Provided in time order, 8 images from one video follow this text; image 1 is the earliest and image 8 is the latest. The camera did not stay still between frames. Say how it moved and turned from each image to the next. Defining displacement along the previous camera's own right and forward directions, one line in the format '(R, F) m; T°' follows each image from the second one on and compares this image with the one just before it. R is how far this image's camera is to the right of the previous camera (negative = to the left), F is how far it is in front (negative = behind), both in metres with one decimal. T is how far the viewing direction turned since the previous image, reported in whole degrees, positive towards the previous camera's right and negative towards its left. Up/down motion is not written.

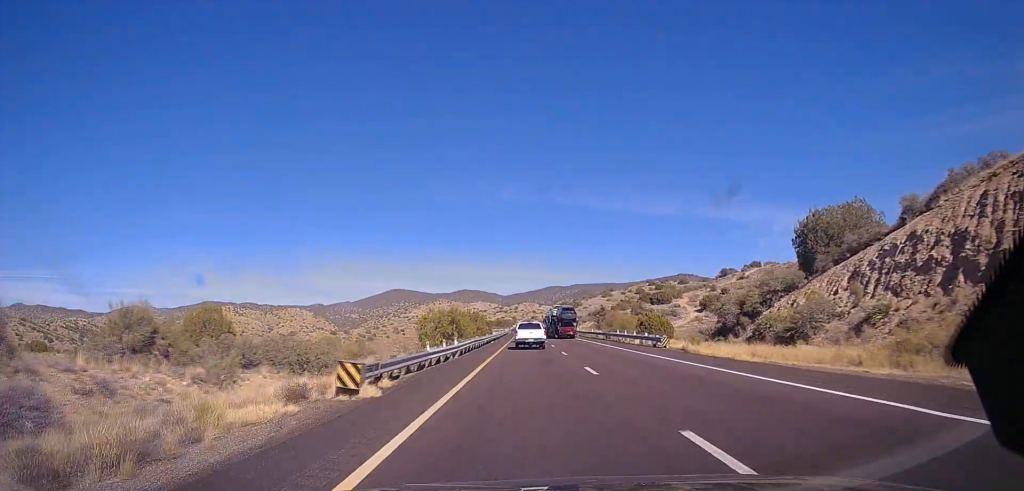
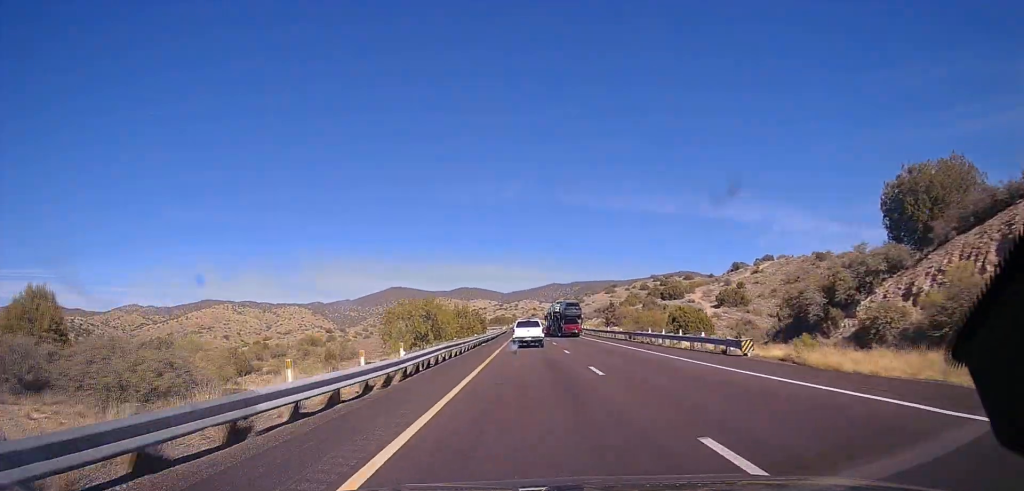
(+0.3, +12.9) m; 0°
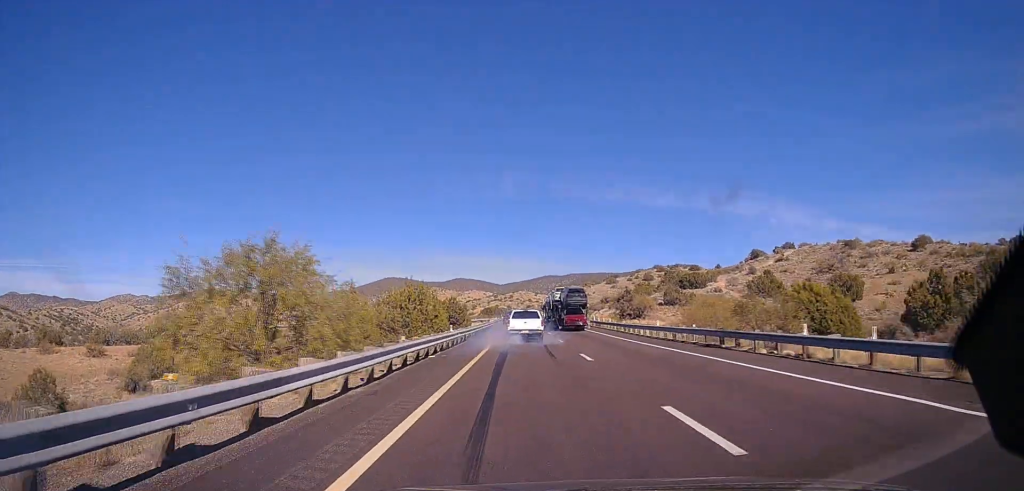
(-0.5, +21.7) m; 0°
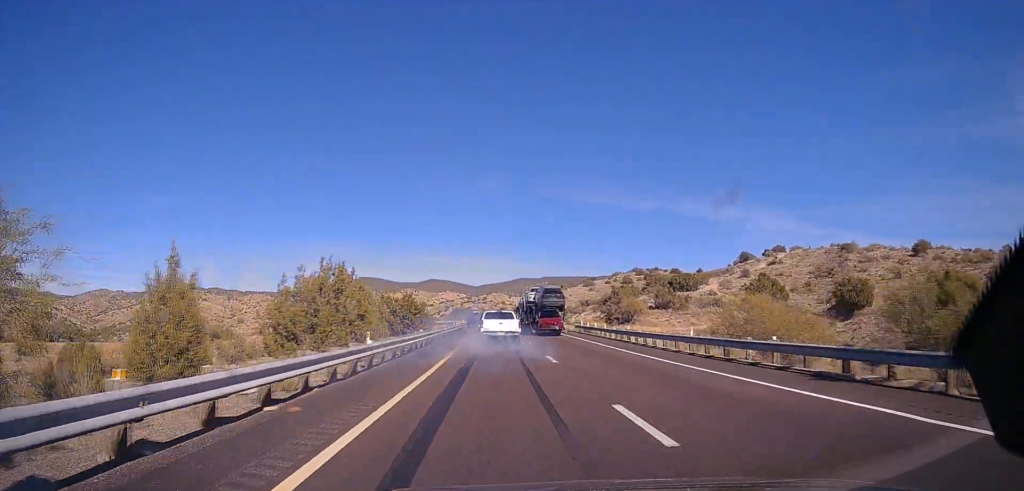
(-0.4, +12.0) m; 0°
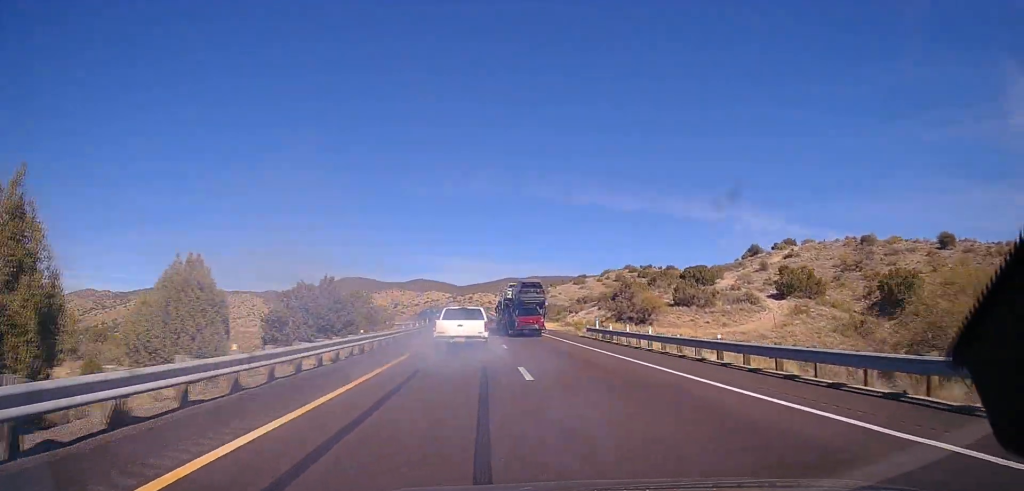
(+0.7, +19.7) m; +3°
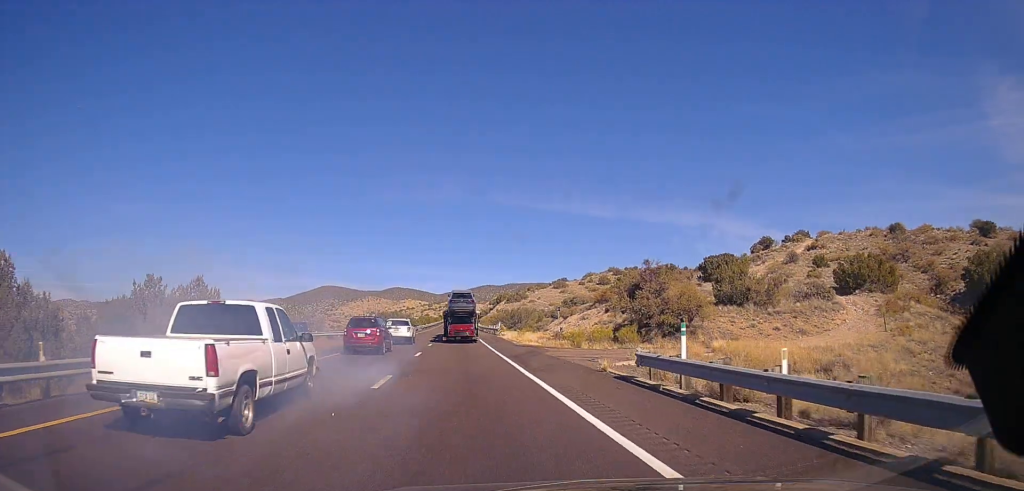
(+0.9, +32.7) m; +3°
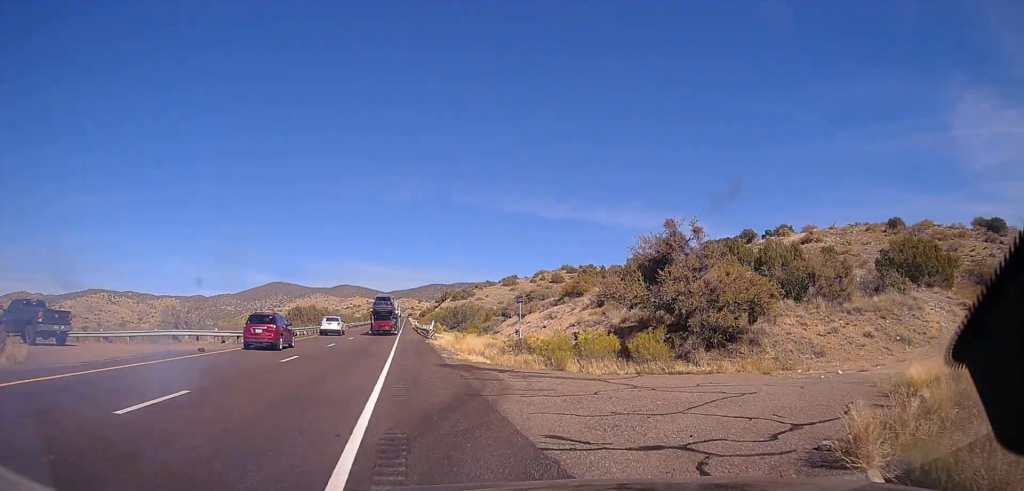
(+1.0, +20.5) m; +7°
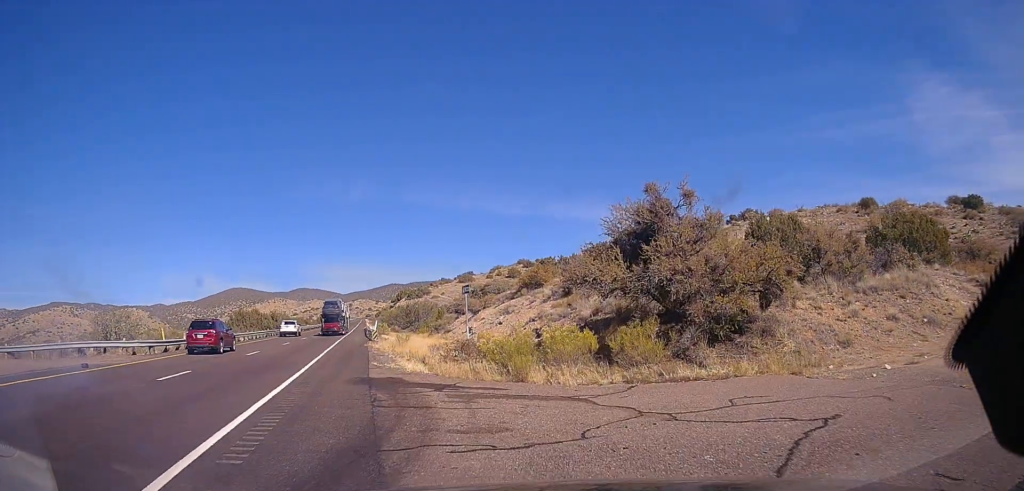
(+0.1, +5.5) m; +2°
